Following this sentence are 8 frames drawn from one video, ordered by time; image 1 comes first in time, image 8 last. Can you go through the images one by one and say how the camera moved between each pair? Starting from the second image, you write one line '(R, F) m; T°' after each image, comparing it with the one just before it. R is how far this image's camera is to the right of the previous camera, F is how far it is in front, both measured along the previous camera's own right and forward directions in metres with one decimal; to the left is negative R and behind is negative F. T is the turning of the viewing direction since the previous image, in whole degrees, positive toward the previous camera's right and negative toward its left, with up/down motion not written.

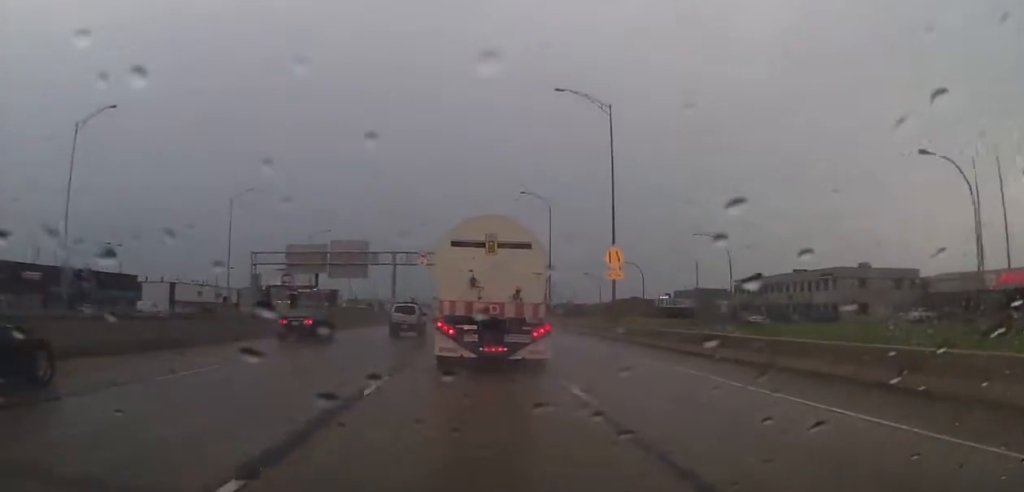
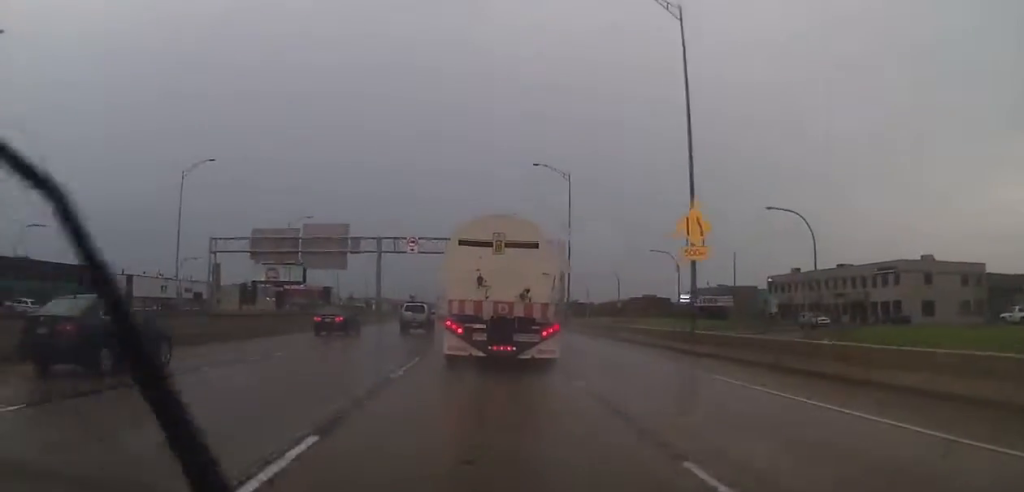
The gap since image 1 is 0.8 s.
(-0.1, +16.1) m; 0°
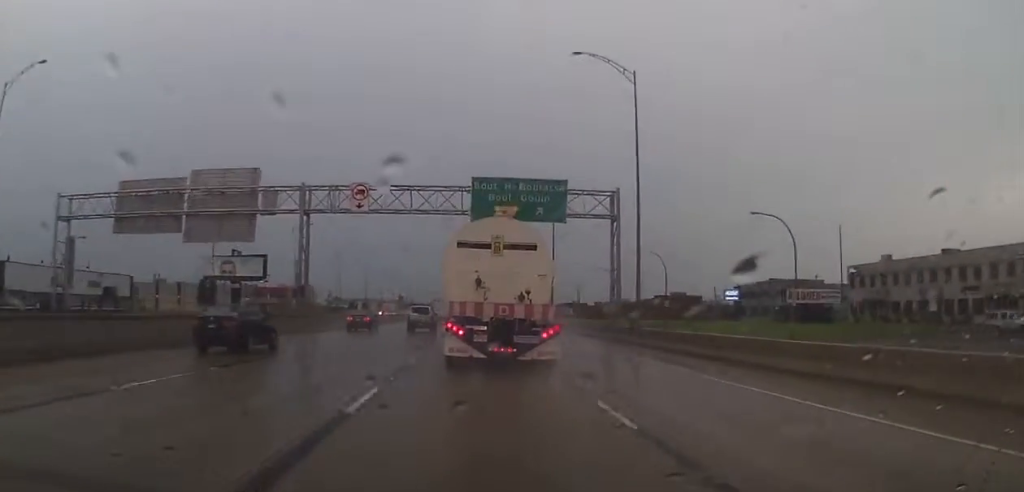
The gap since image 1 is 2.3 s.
(+0.5, +31.1) m; +1°
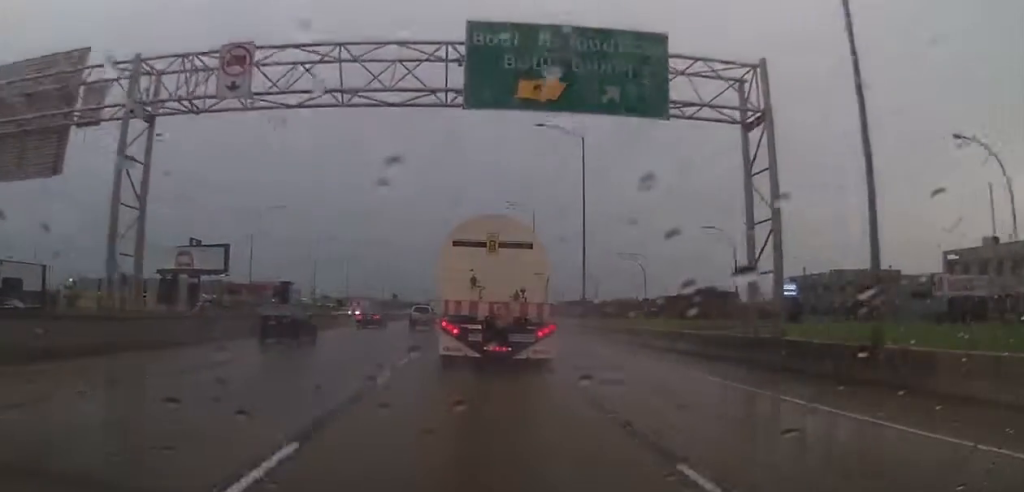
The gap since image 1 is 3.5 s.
(-0.2, +23.4) m; -1°
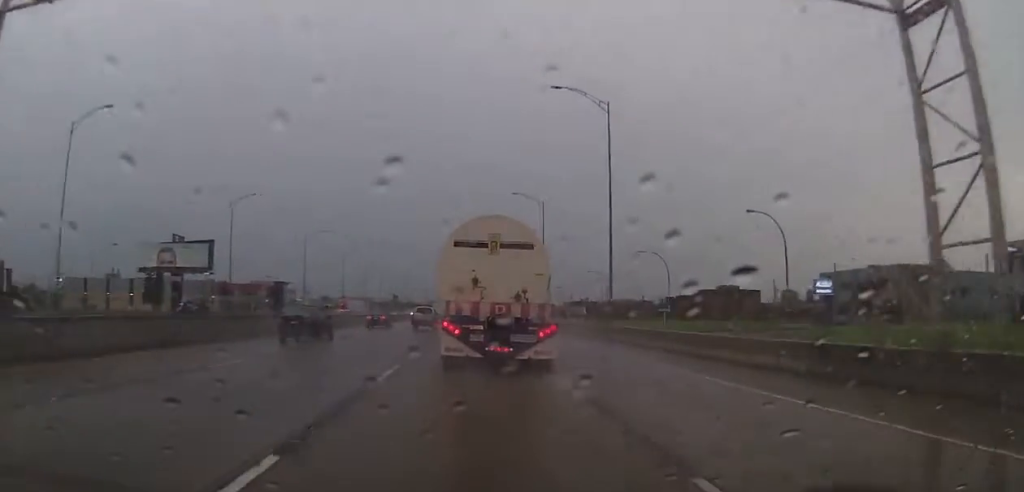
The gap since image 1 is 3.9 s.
(0.0, +9.6) m; 0°
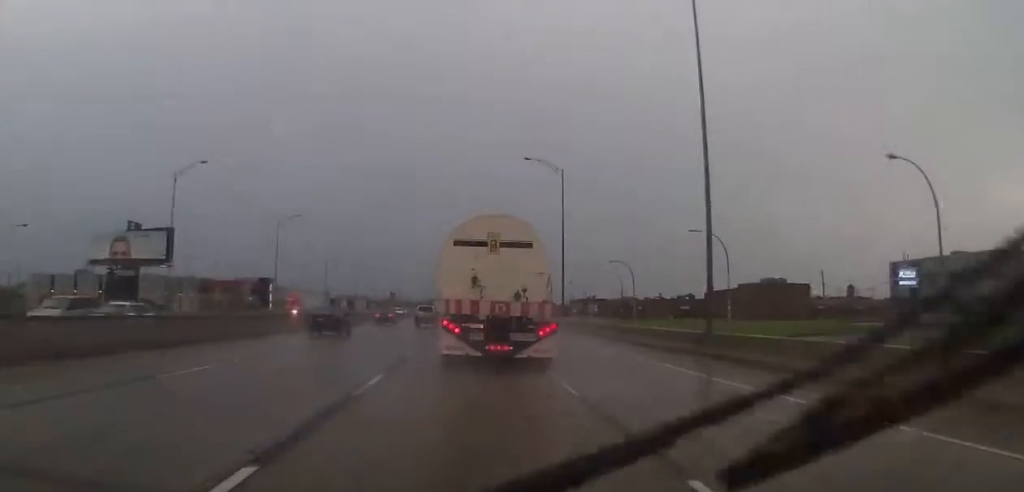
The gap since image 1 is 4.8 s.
(0.0, +18.4) m; 0°
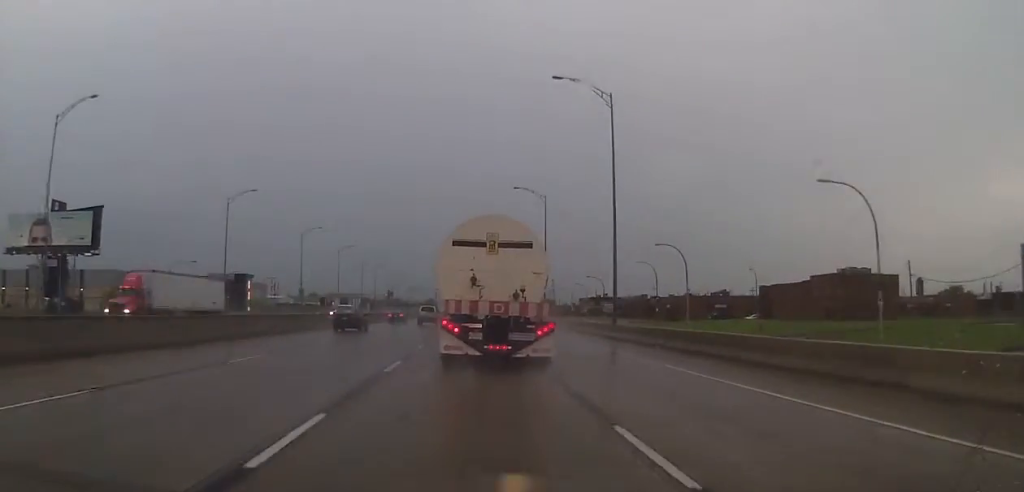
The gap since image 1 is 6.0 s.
(+0.1, +23.7) m; +1°
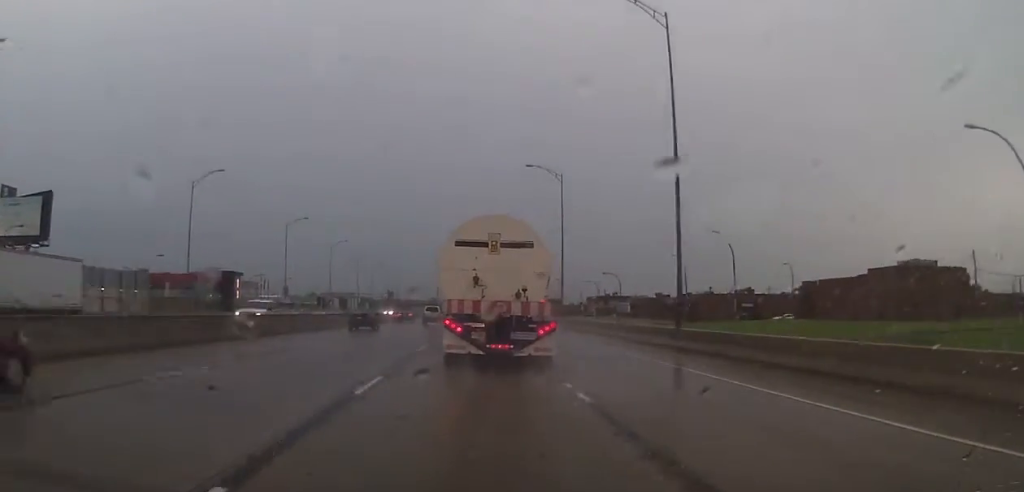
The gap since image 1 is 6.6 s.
(+0.1, +12.8) m; 0°
